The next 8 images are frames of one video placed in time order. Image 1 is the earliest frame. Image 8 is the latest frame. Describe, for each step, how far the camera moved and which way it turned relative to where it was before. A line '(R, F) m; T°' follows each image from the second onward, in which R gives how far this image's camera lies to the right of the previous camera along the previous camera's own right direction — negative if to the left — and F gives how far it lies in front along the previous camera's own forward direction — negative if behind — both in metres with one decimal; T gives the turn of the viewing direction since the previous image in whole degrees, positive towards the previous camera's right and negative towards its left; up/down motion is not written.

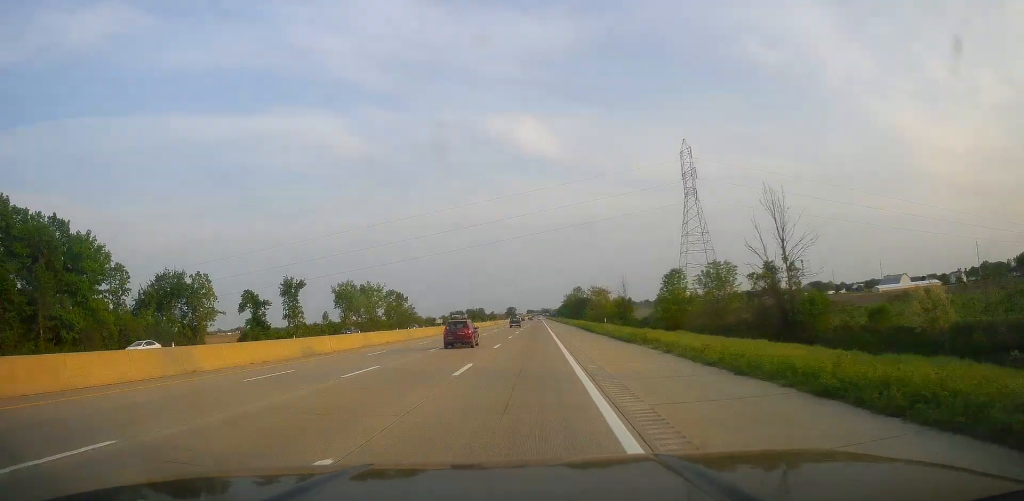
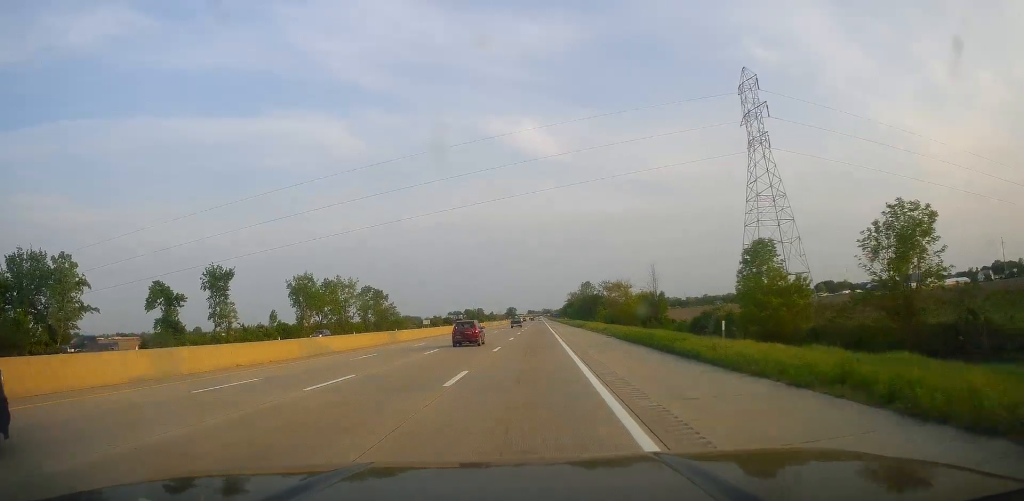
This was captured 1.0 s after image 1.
(-0.4, +33.9) m; 0°
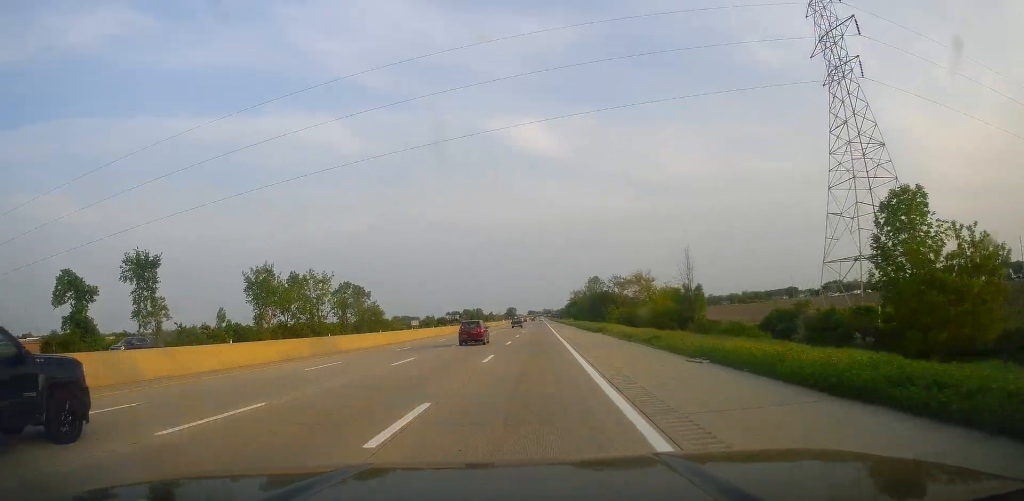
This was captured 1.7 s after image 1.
(+0.1, +23.1) m; 0°
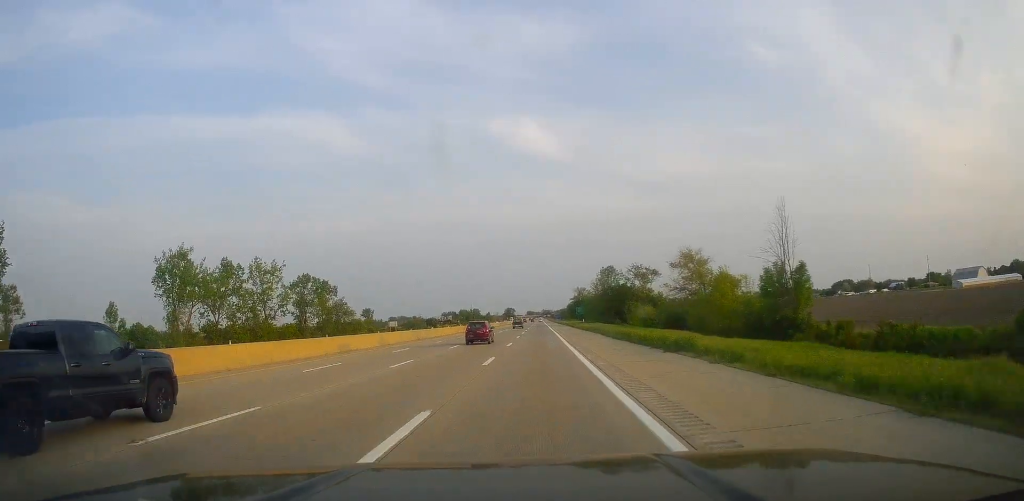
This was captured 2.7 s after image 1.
(+0.2, +31.8) m; 0°
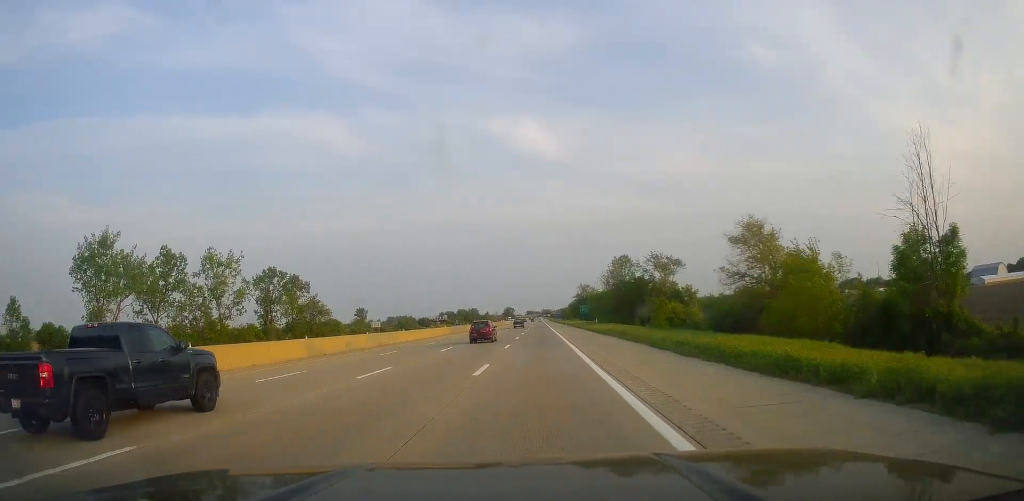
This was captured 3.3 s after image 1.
(-0.5, +19.7) m; 0°
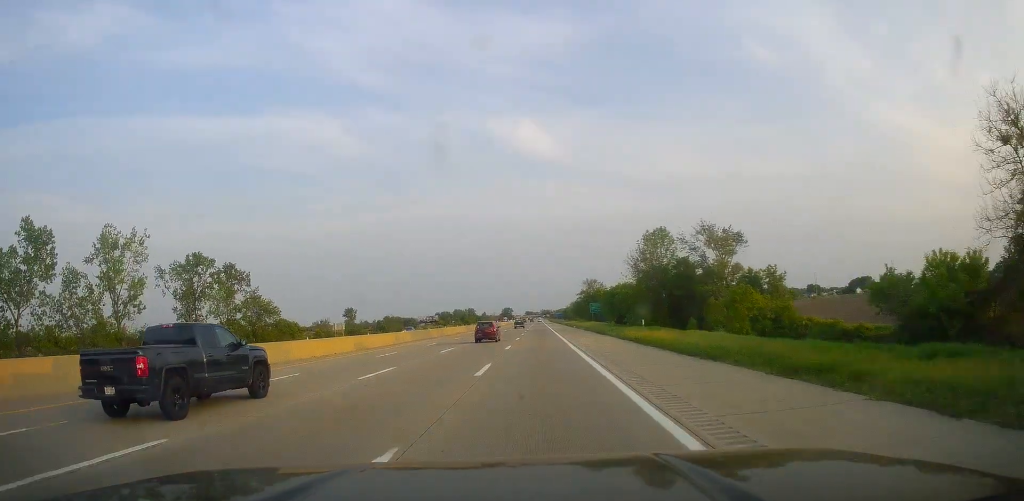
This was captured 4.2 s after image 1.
(+0.6, +30.7) m; 0°
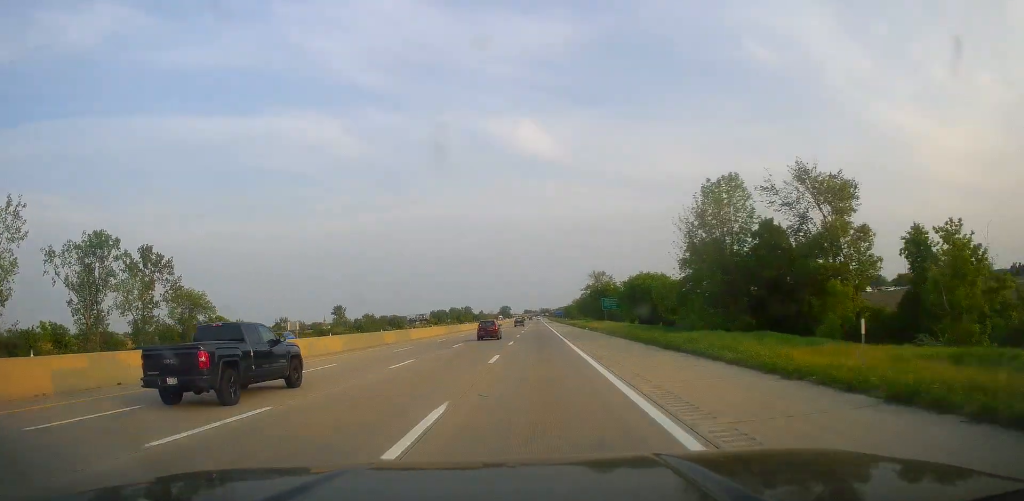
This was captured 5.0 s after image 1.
(-0.4, +26.5) m; 0°
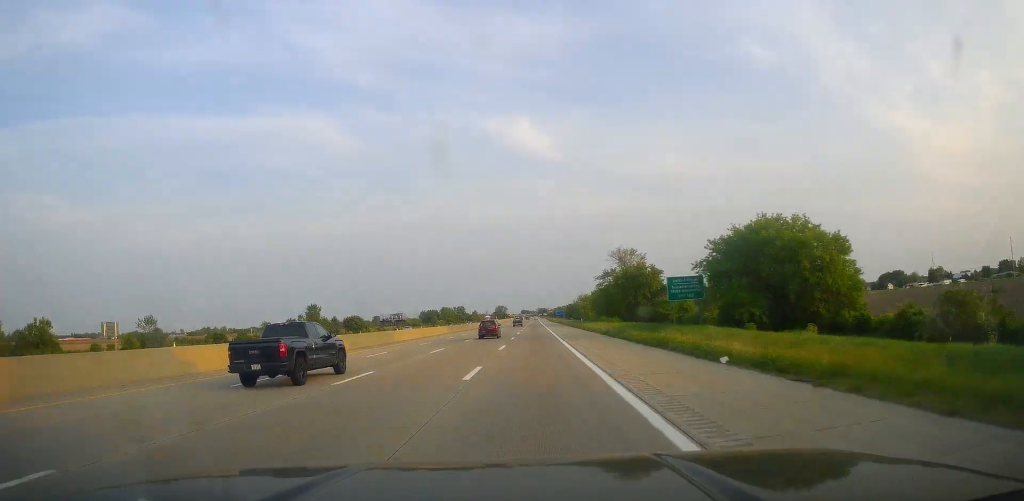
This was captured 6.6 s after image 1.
(+0.4, +52.8) m; +1°
